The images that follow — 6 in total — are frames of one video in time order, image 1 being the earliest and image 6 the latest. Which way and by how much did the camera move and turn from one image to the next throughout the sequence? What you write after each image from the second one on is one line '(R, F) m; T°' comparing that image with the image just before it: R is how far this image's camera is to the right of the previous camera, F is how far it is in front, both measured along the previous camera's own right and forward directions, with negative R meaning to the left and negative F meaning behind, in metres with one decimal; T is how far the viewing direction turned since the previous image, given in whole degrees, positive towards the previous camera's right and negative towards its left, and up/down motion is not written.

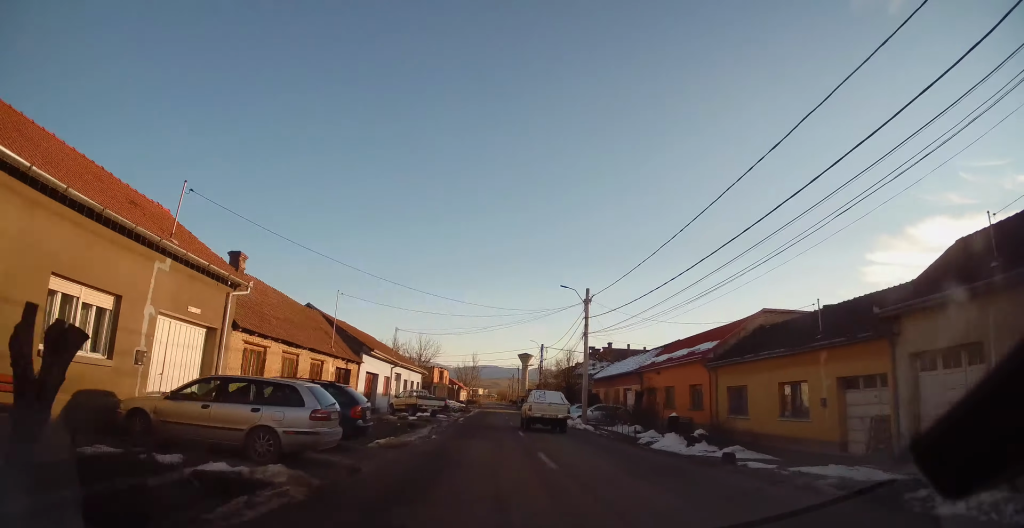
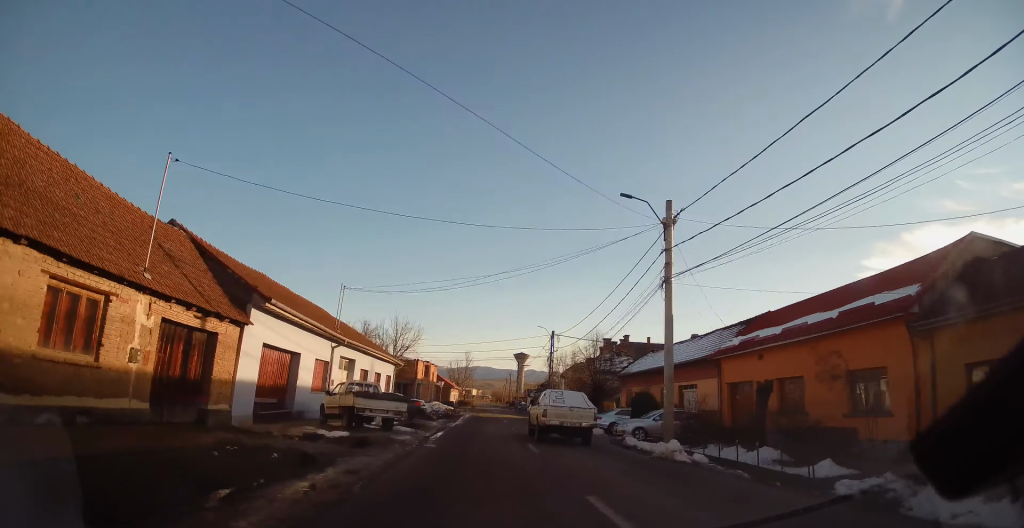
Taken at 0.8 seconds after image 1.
(-0.3, +15.1) m; +1°
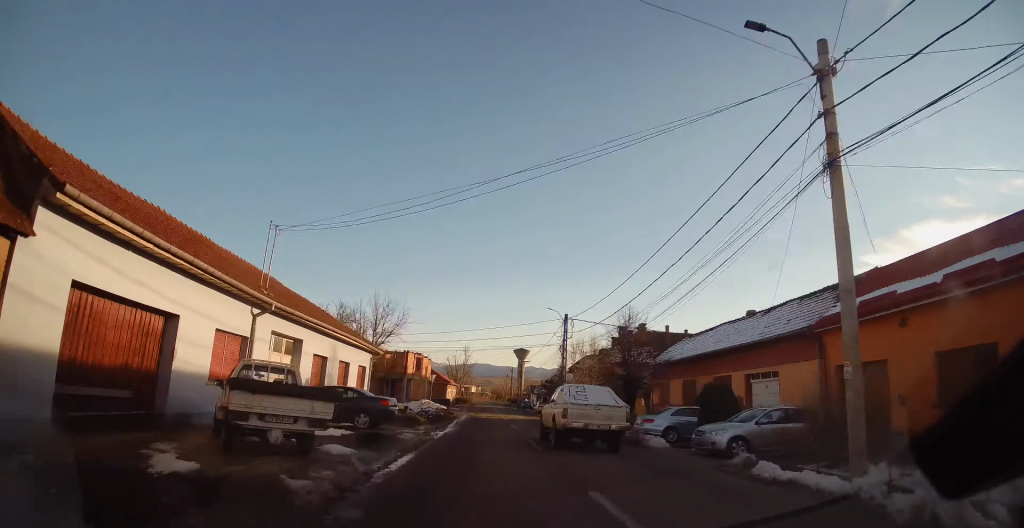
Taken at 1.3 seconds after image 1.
(+0.4, +9.2) m; 0°
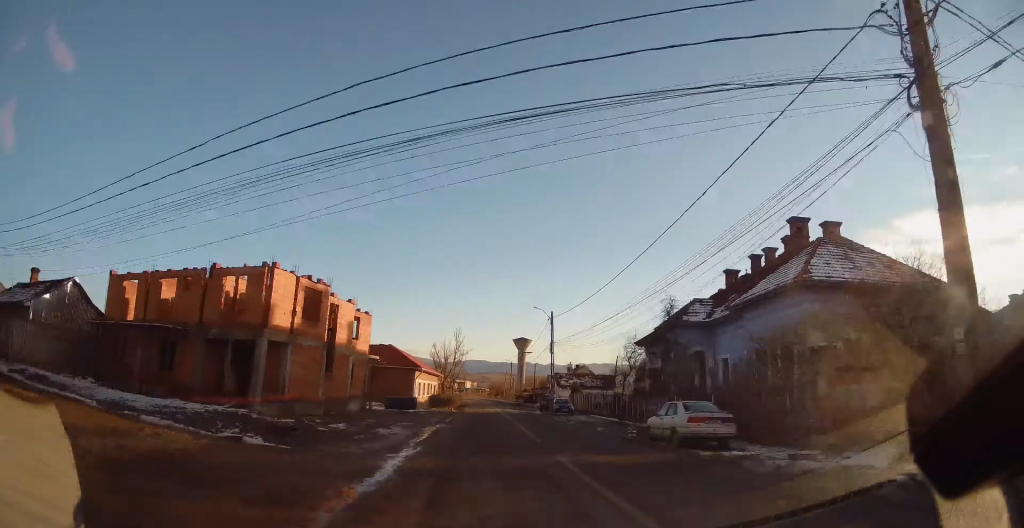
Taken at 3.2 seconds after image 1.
(-0.2, +39.0) m; +1°
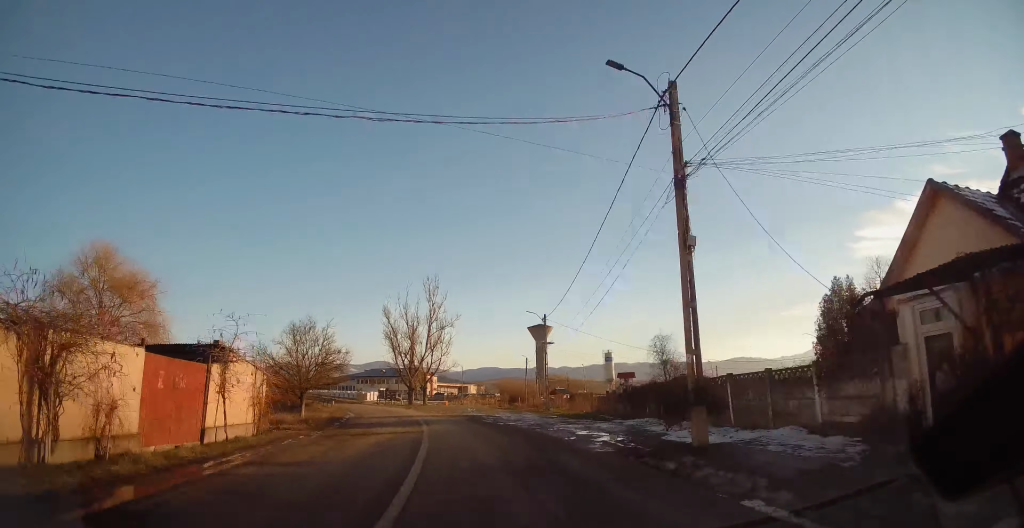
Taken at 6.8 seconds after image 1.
(+1.7, +68.9) m; -3°
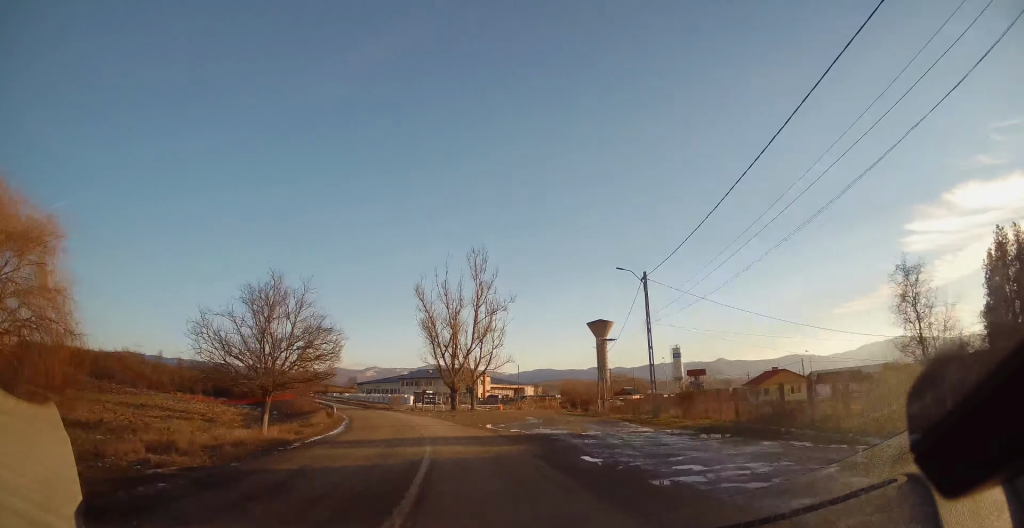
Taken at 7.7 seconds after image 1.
(-0.7, +17.0) m; -6°
